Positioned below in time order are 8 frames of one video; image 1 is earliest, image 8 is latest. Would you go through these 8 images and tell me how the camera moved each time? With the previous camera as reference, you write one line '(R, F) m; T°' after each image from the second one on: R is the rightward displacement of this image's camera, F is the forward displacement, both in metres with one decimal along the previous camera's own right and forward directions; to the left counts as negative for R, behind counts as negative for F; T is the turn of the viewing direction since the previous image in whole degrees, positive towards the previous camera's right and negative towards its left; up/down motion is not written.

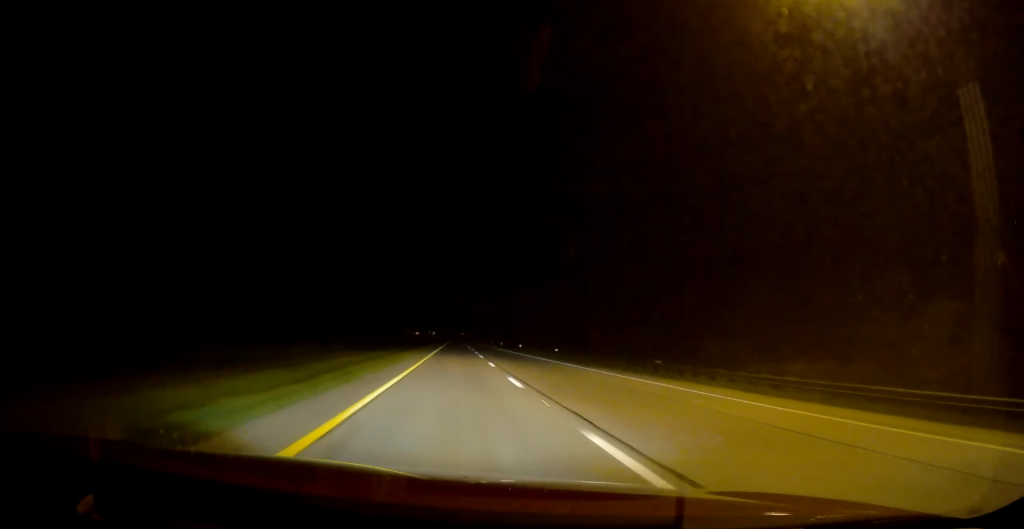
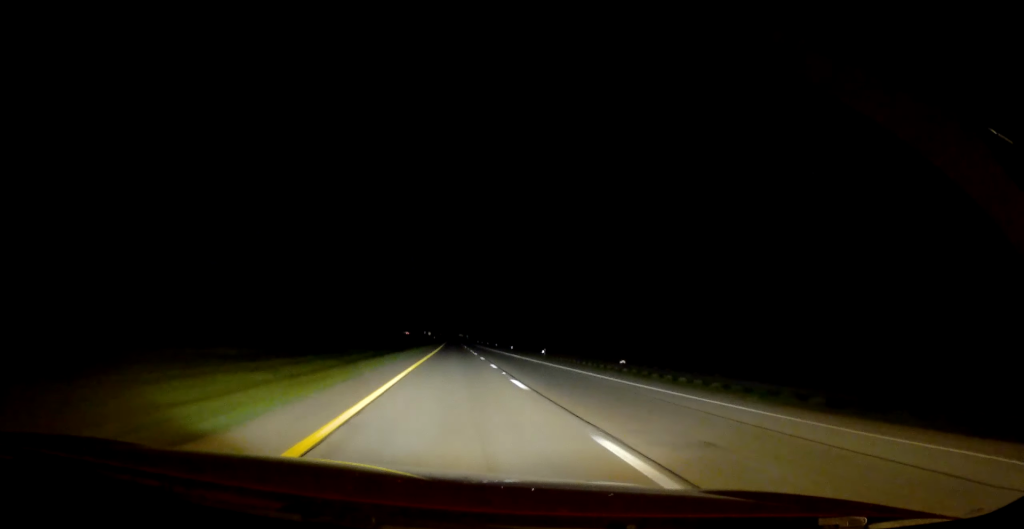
(0.0, +26.5) m; +1°
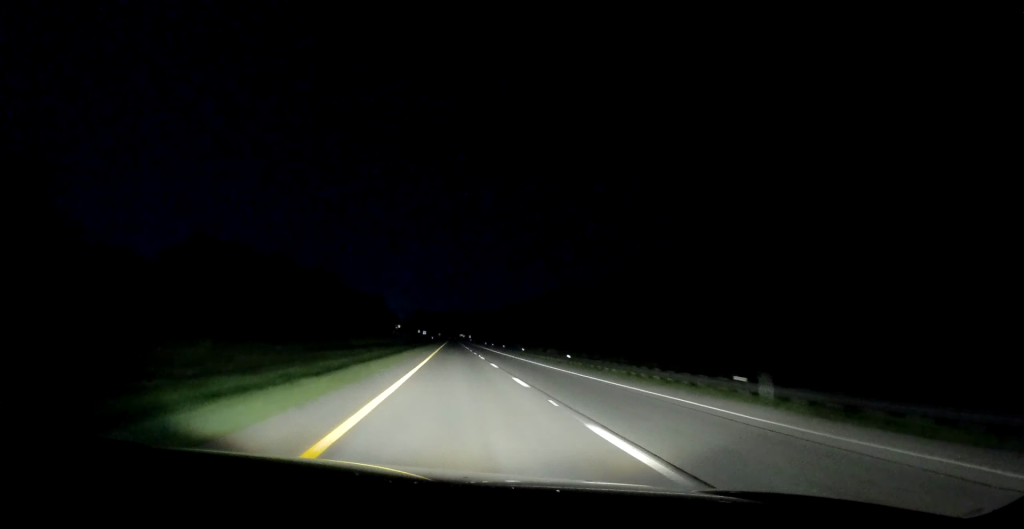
(+0.6, +48.0) m; 0°
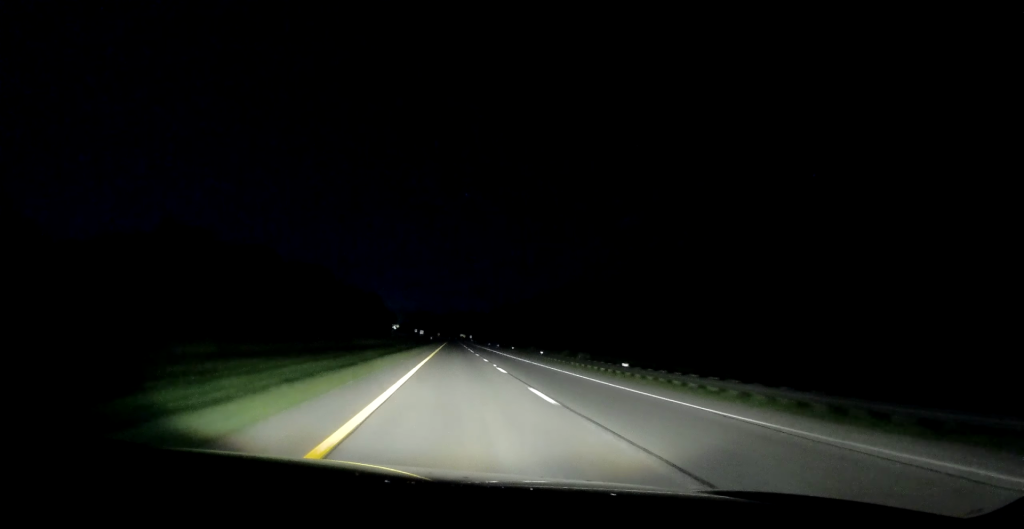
(-0.3, +17.1) m; -1°
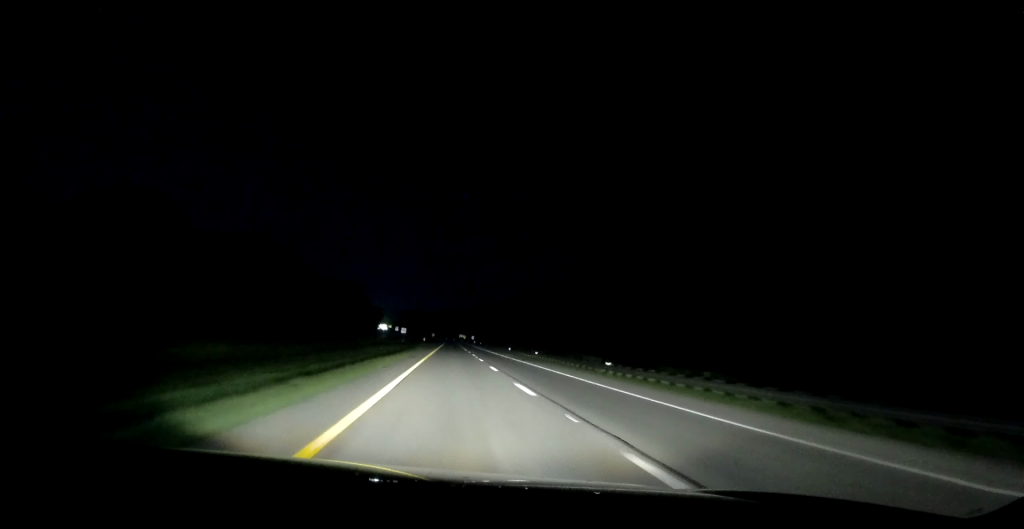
(+0.3, +59.4) m; +1°
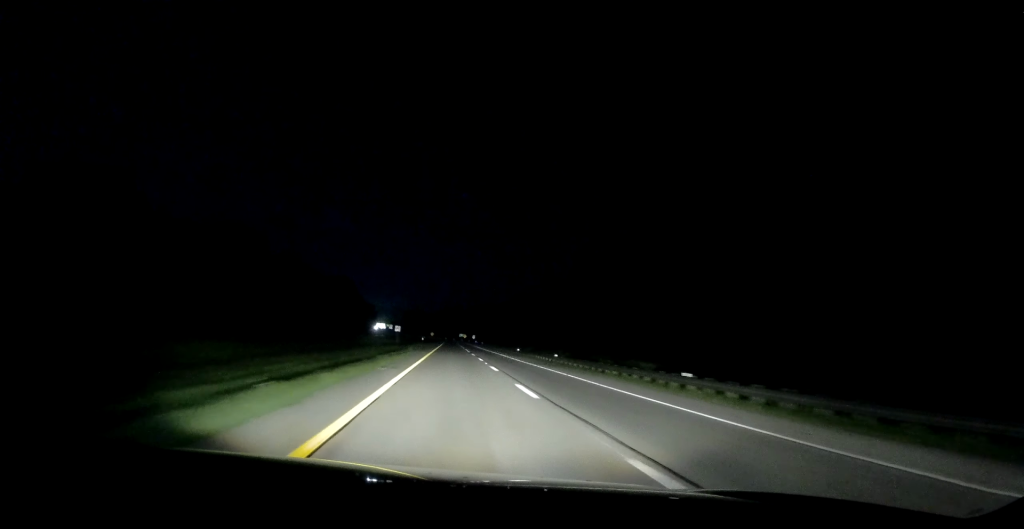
(+0.2, +12.7) m; 0°
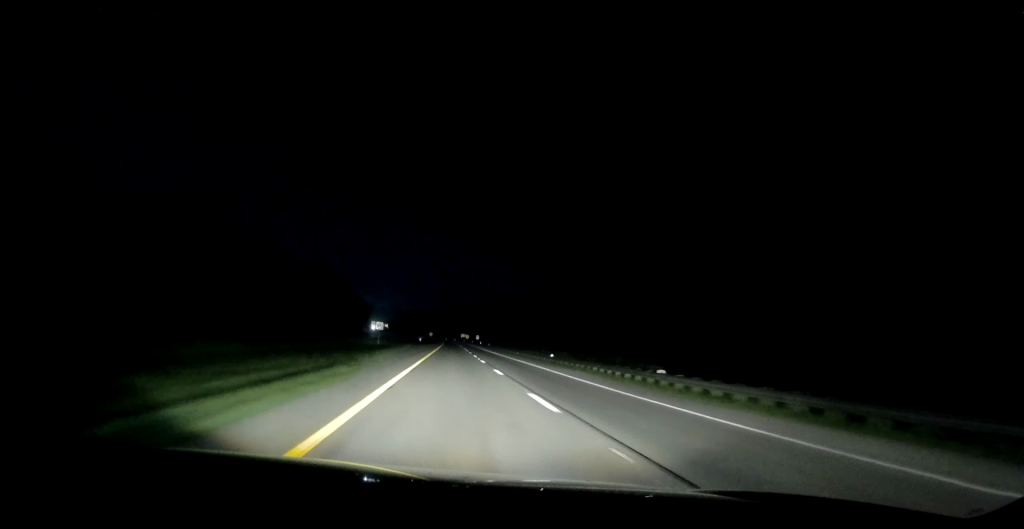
(-0.4, +27.3) m; -1°
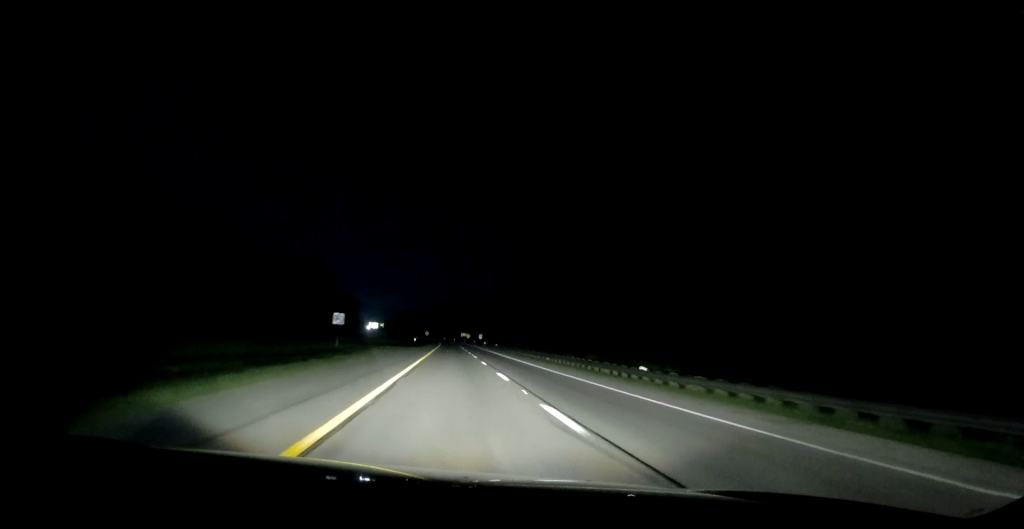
(-0.1, +27.2) m; 0°
